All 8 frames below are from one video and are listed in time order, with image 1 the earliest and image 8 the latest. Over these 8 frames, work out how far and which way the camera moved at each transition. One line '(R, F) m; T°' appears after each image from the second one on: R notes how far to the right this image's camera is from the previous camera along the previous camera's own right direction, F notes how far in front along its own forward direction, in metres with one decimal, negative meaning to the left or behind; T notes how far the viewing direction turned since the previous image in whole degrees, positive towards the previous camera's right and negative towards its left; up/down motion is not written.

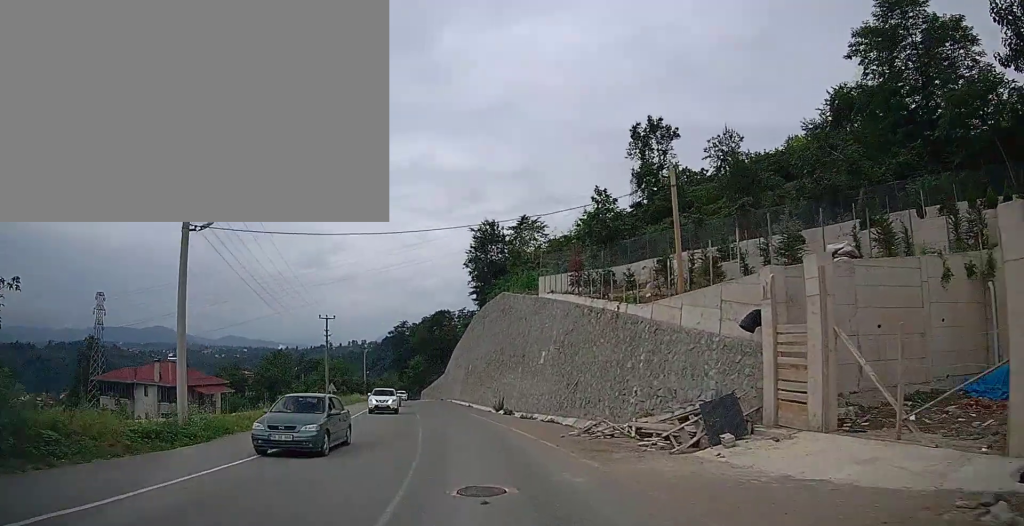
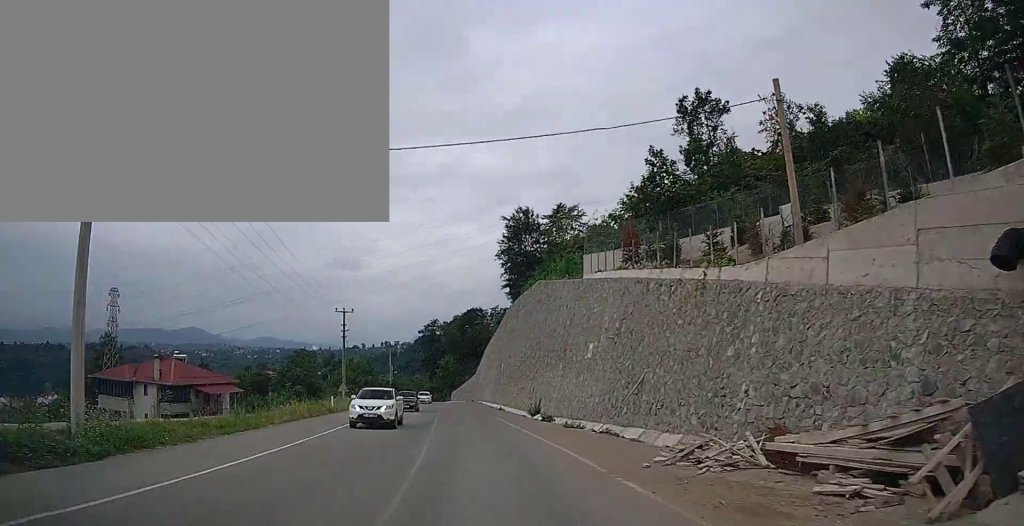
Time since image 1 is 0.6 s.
(-0.1, +6.2) m; -2°
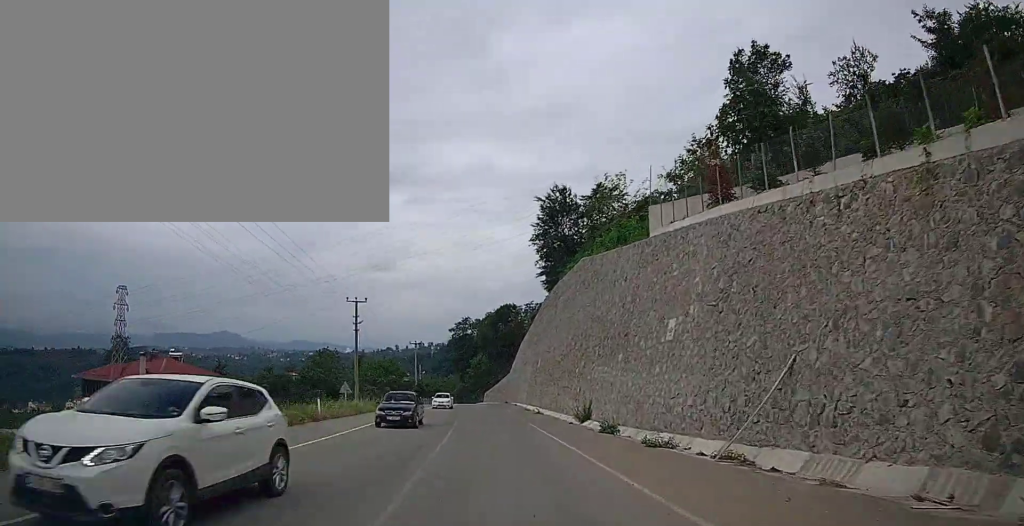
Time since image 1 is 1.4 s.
(-0.1, +8.4) m; -3°
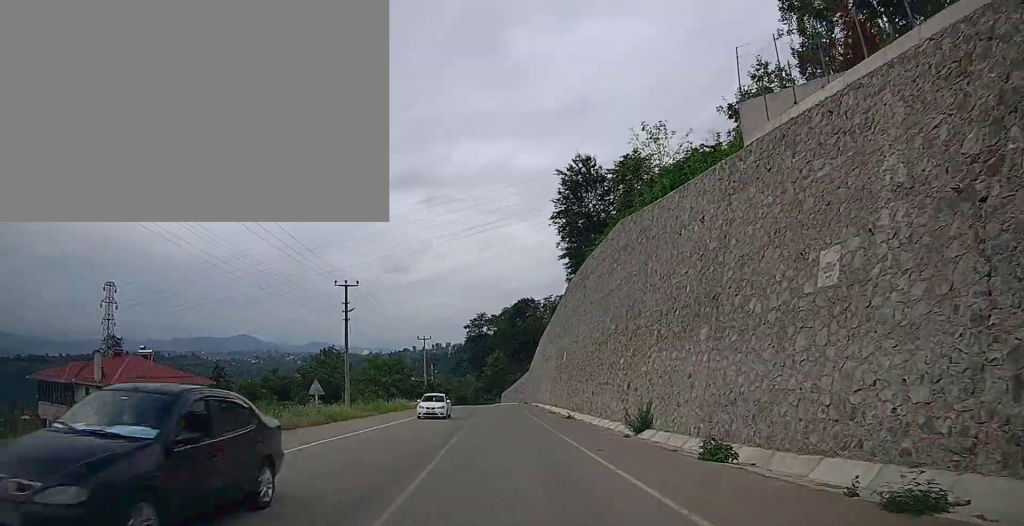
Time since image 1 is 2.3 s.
(-0.4, +9.4) m; -3°
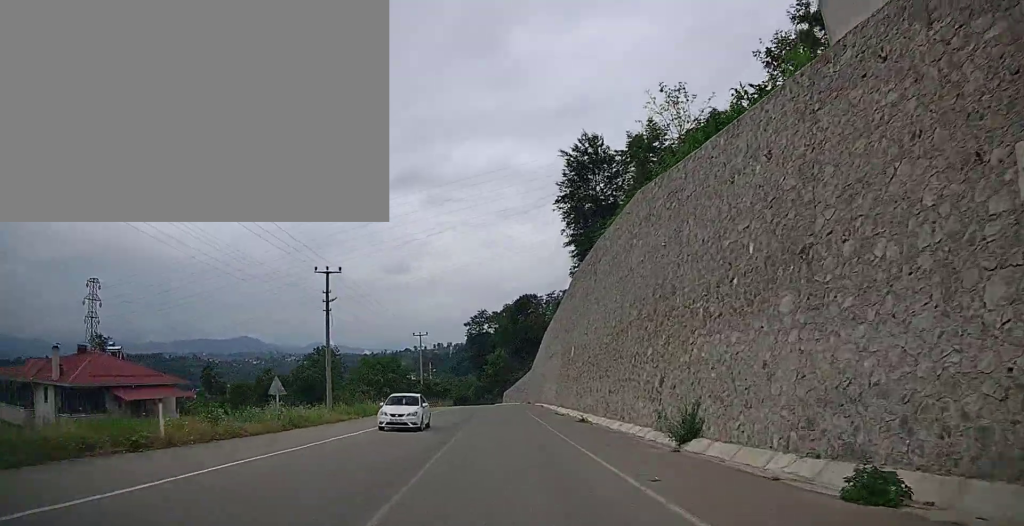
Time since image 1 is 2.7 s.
(-0.1, +5.2) m; -1°
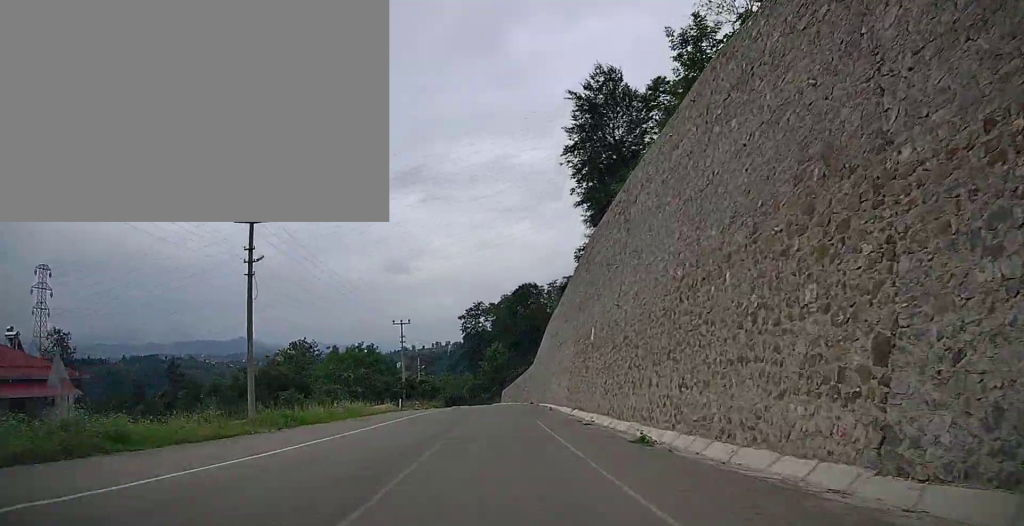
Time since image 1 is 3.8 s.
(-0.1, +12.2) m; -1°
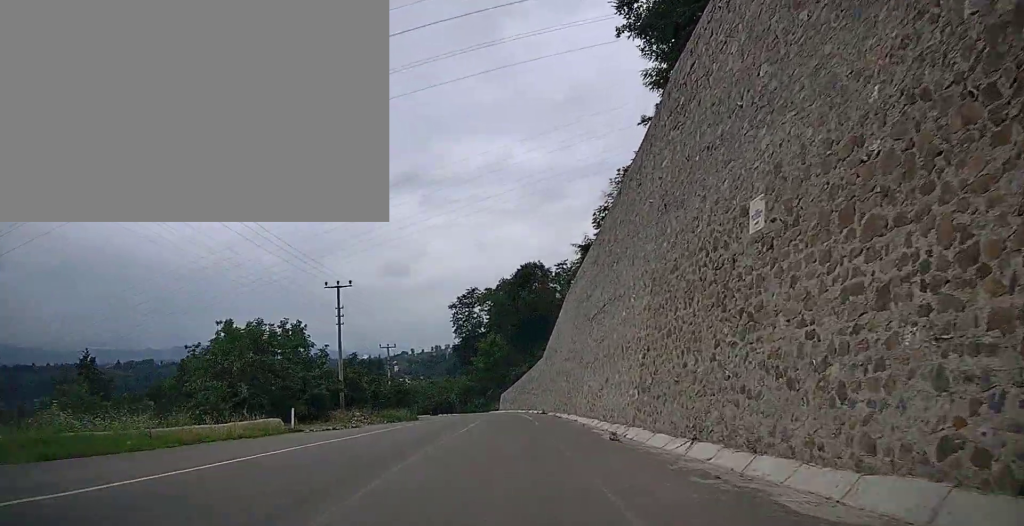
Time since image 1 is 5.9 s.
(0.0, +25.4) m; +1°
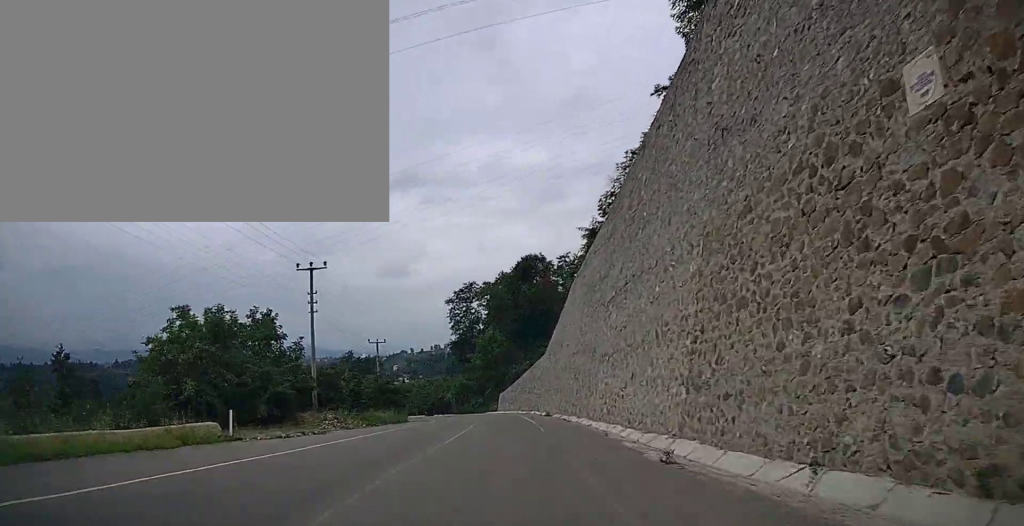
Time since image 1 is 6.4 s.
(0.0, +5.7) m; 0°
